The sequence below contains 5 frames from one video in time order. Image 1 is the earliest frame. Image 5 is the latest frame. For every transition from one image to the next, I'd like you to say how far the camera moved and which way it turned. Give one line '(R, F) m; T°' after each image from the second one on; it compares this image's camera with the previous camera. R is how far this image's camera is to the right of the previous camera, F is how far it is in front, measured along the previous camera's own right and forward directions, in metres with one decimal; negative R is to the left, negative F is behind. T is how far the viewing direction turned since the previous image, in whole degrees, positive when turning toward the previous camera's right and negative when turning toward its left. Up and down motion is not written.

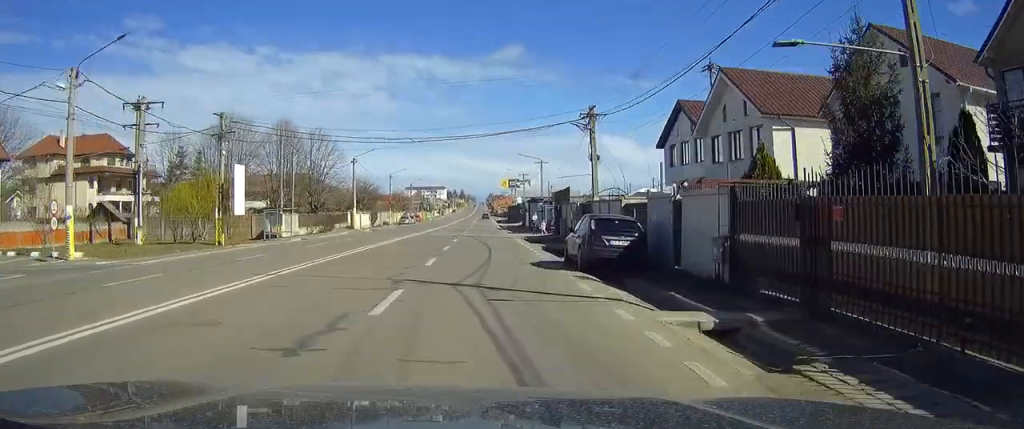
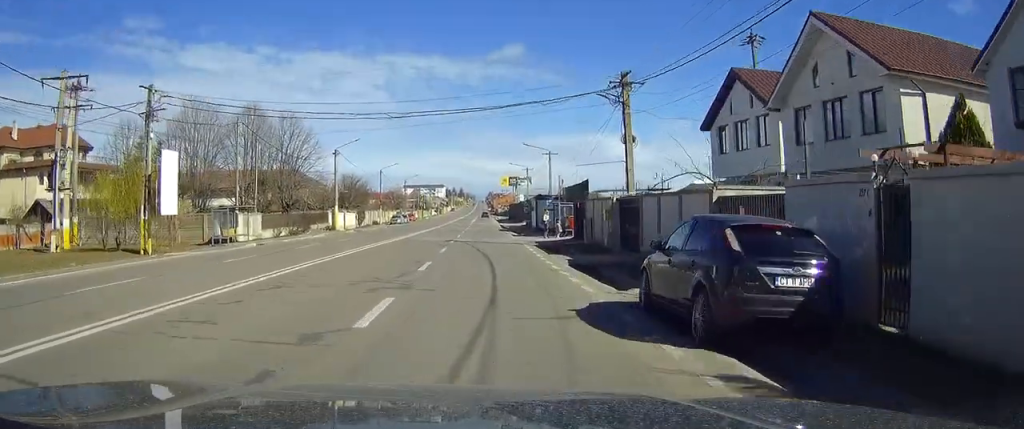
(0.0, +10.4) m; 0°
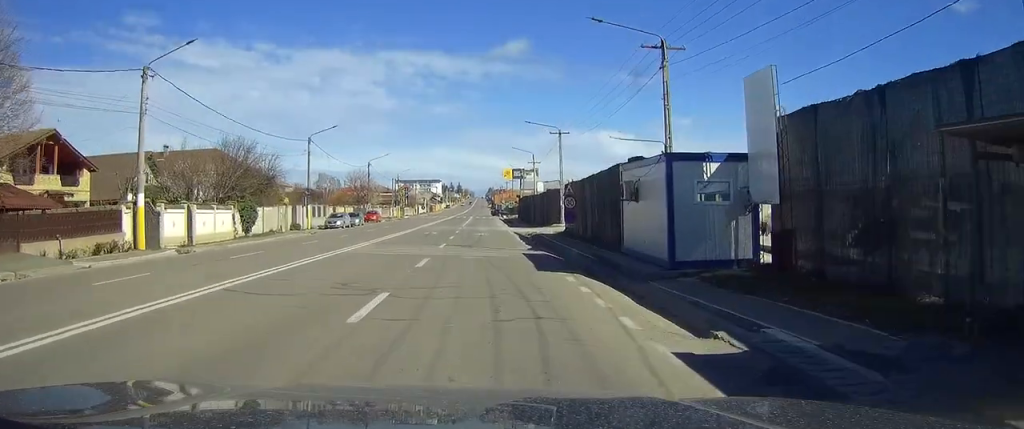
(+0.3, +44.3) m; 0°
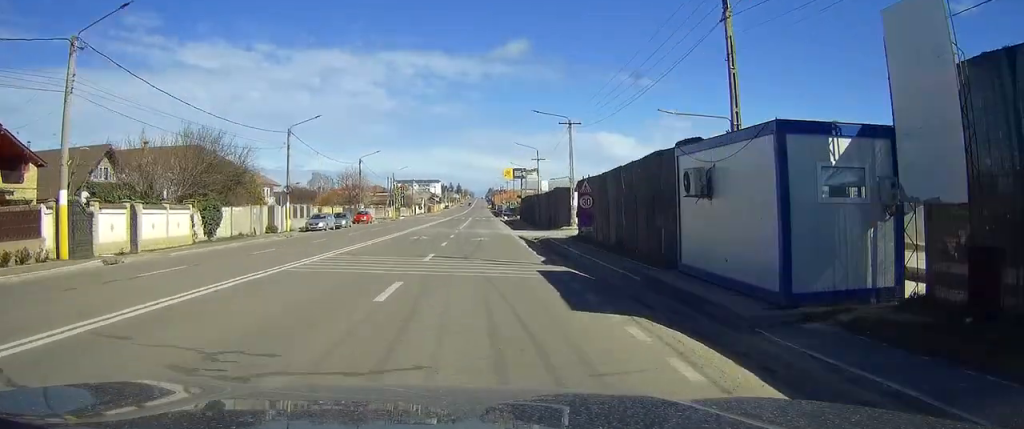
(-0.1, +6.8) m; 0°
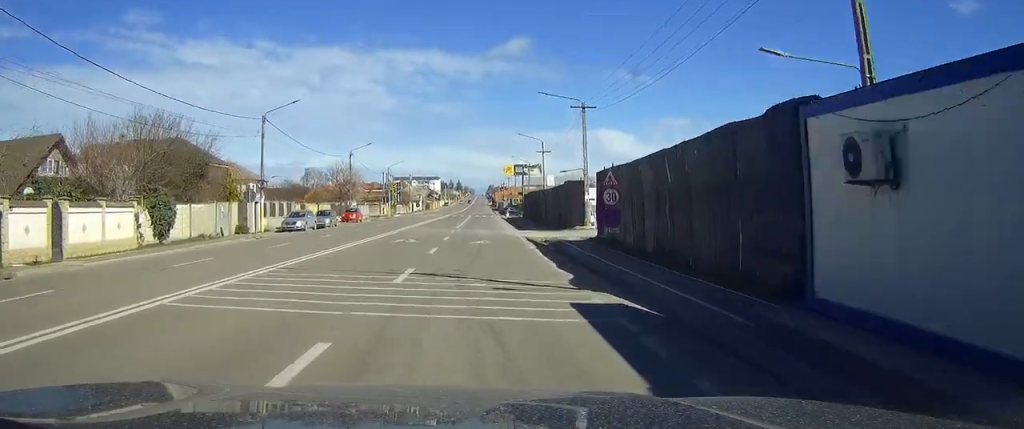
(0.0, +6.9) m; 0°
